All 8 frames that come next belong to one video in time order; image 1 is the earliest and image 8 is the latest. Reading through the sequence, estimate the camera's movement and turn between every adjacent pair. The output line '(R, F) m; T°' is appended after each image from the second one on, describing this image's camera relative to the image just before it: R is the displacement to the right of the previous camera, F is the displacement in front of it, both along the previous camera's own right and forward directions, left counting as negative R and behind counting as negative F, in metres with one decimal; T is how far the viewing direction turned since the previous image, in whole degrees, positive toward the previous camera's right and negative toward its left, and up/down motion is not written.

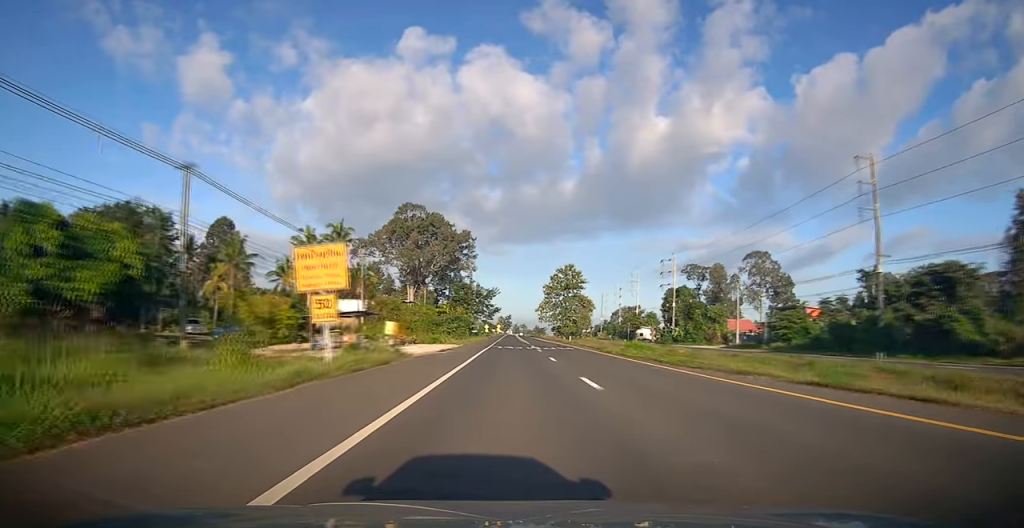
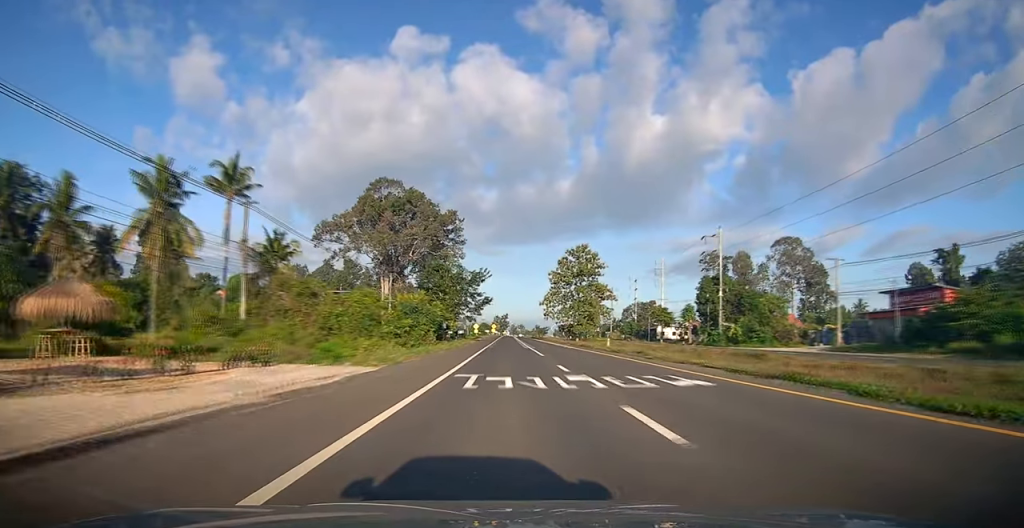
(0.0, +30.0) m; 0°
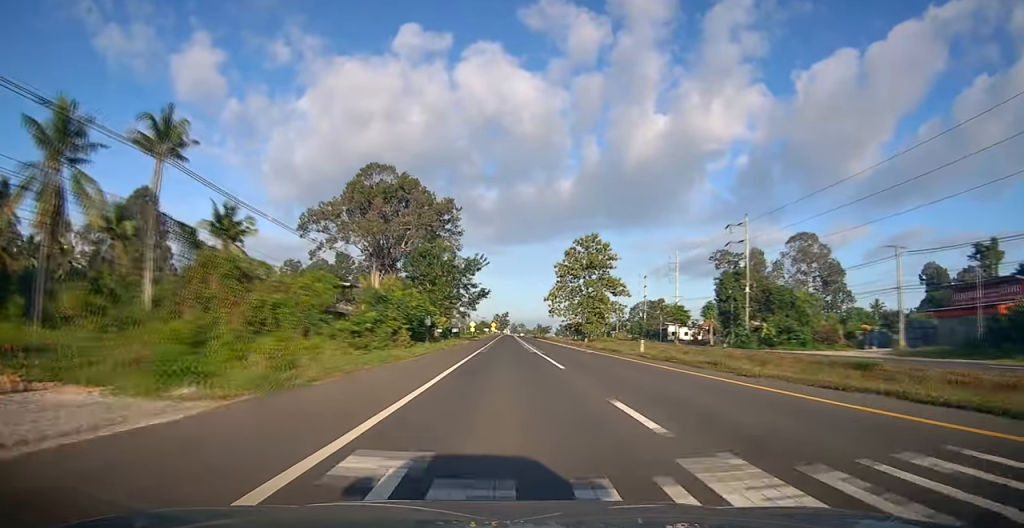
(0.0, +11.2) m; 0°
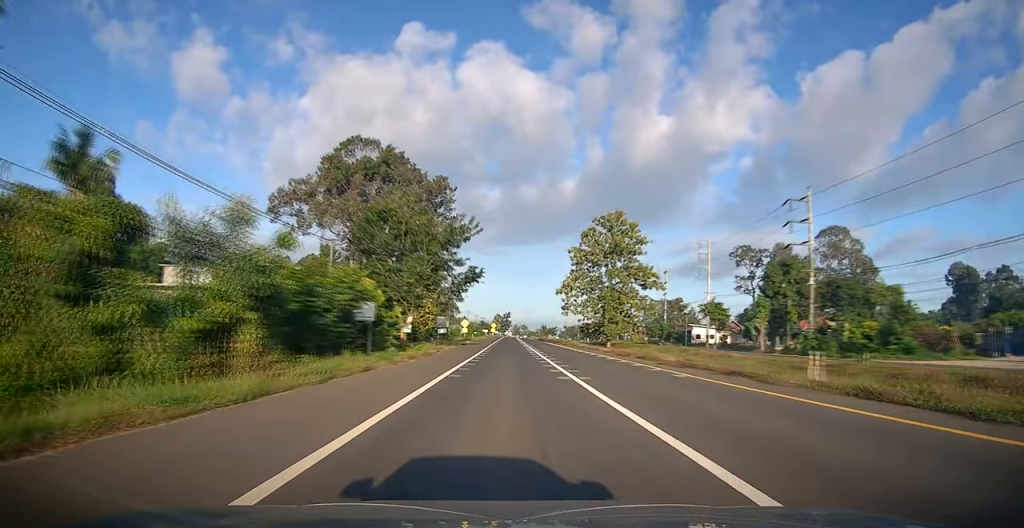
(+0.1, +18.6) m; 0°
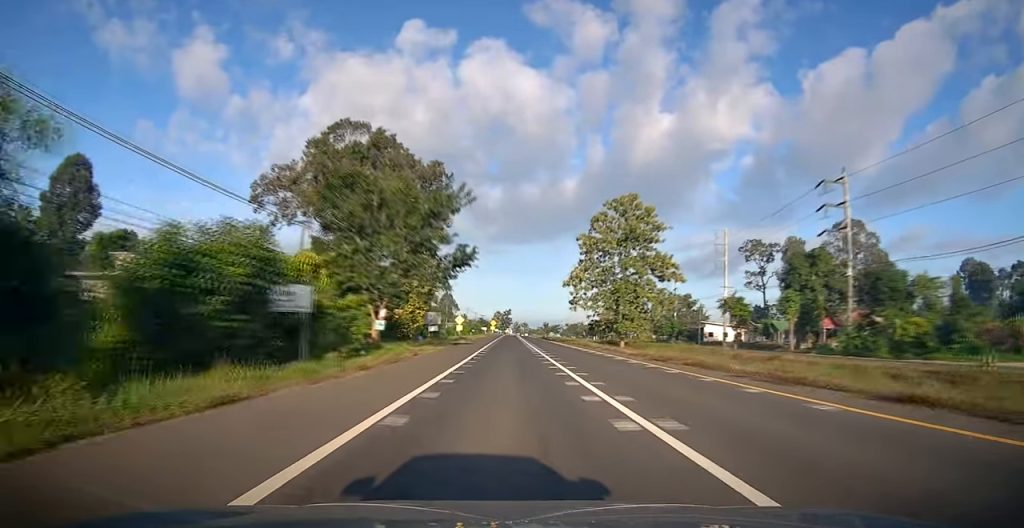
(0.0, +8.2) m; 0°
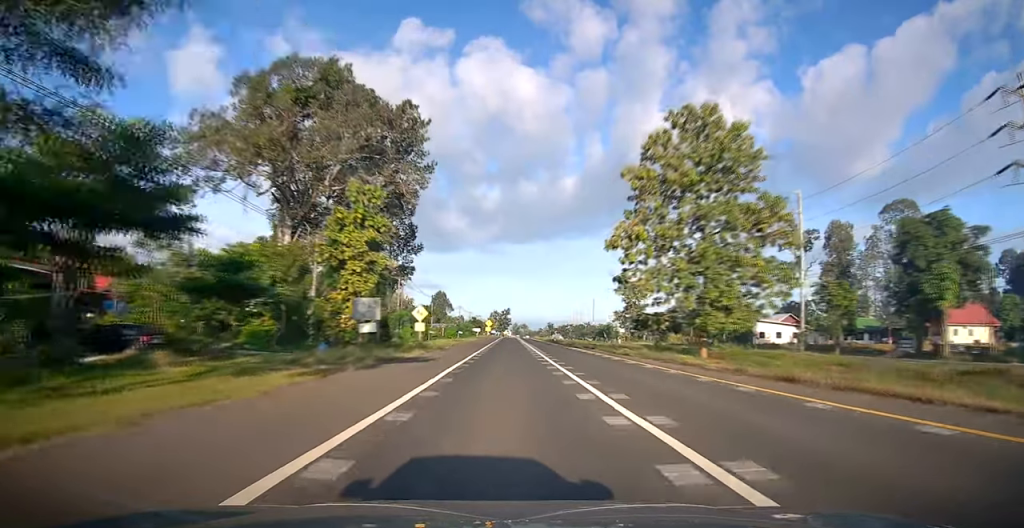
(0.0, +26.7) m; +1°
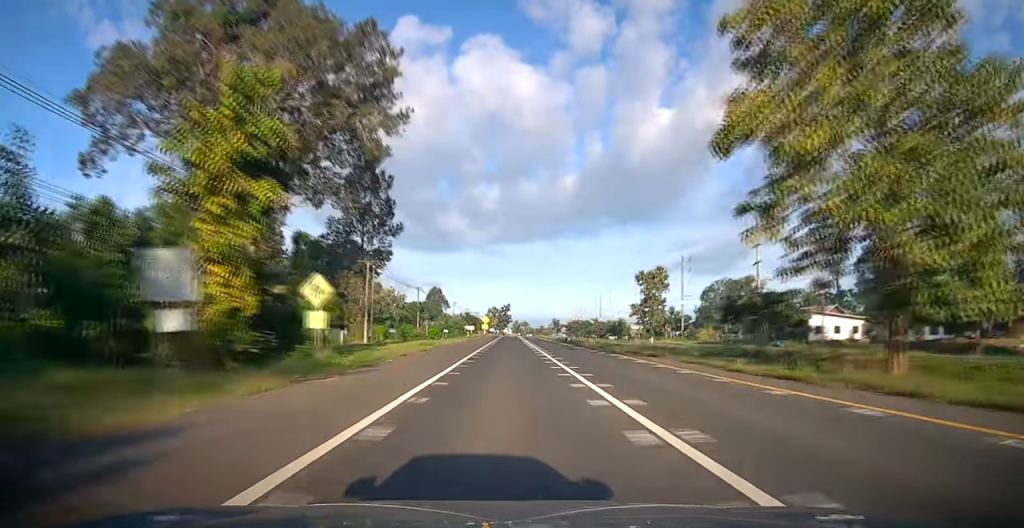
(+0.3, +19.1) m; 0°
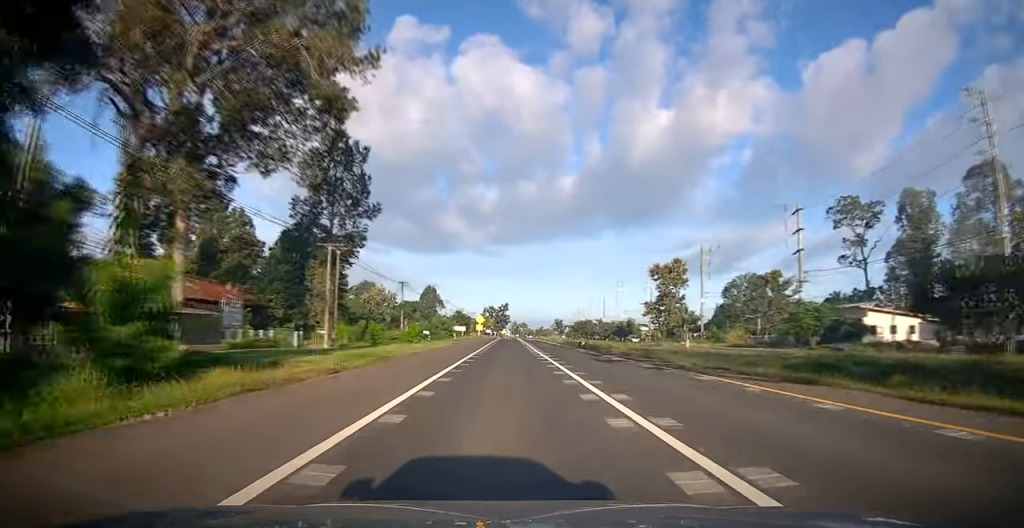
(-0.2, +14.0) m; -1°
